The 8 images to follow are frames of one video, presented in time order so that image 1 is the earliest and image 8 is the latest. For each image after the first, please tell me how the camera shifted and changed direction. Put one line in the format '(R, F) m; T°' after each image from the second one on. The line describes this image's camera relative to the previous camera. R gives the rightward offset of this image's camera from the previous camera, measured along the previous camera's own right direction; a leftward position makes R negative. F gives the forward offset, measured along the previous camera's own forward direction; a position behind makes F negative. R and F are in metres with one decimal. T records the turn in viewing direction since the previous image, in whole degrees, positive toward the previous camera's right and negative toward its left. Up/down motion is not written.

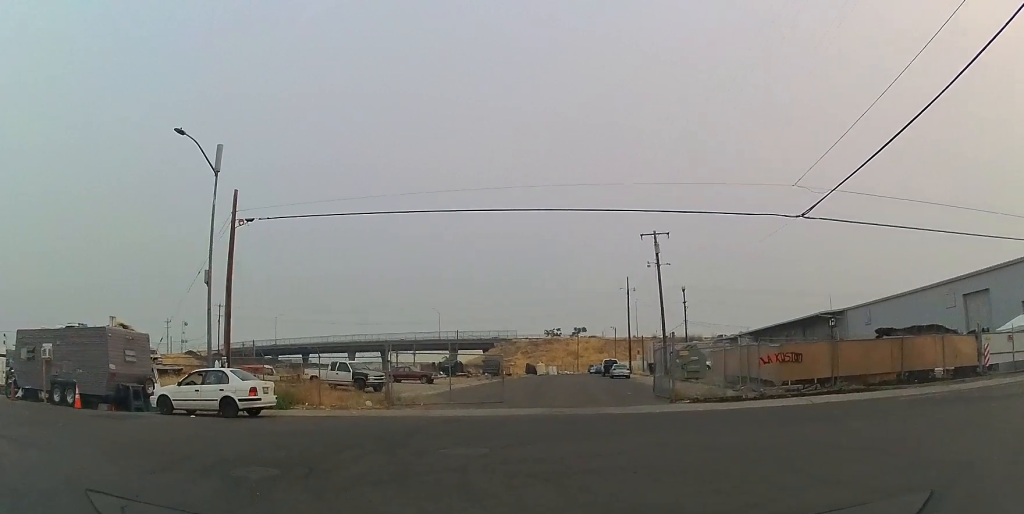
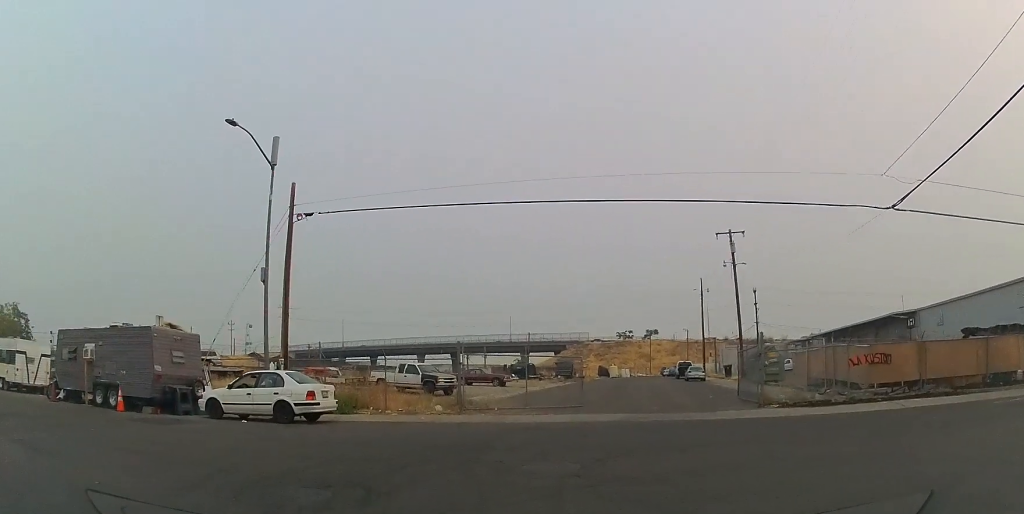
(0.0, +0.7) m; -7°
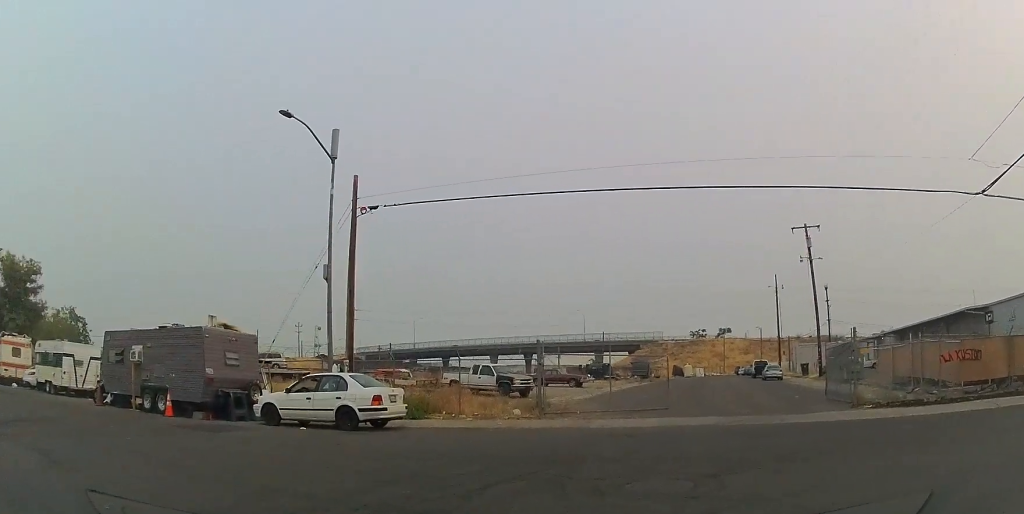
(-0.1, +1.0) m; -8°
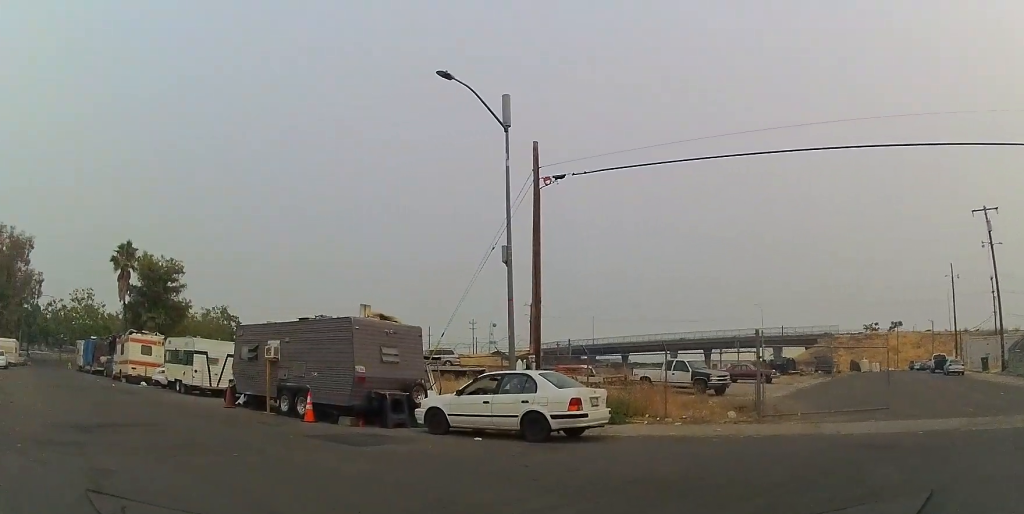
(-0.3, +2.3) m; -19°
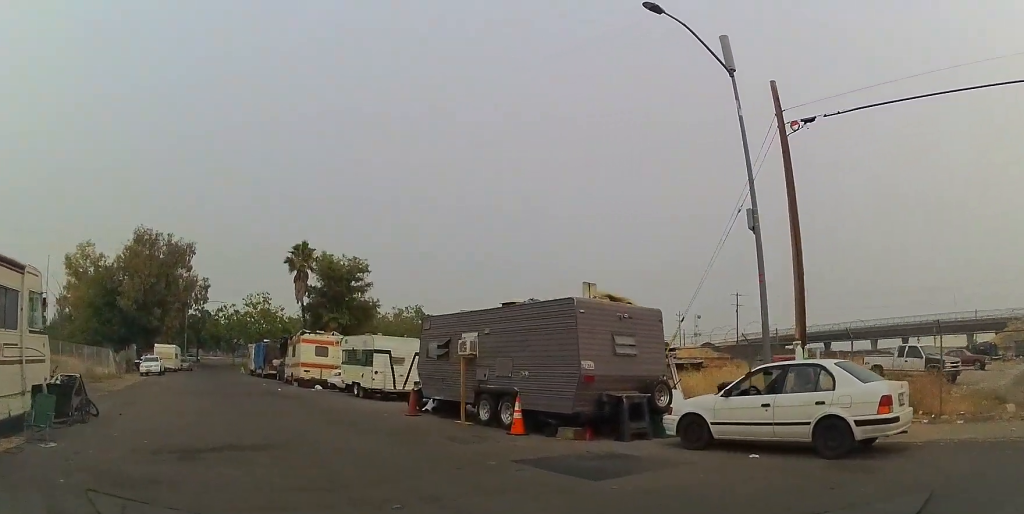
(-0.7, +3.1) m; -21°
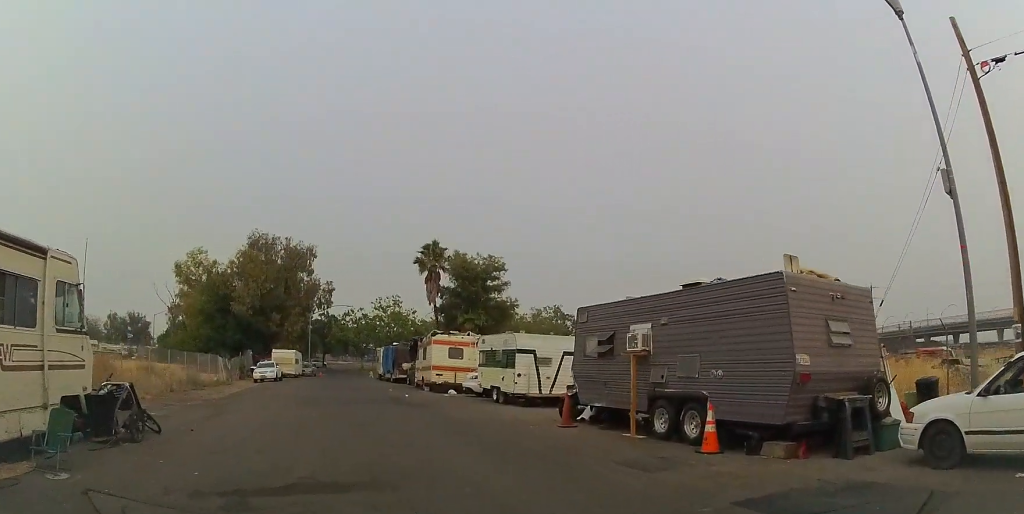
(-0.3, +2.5) m; -9°
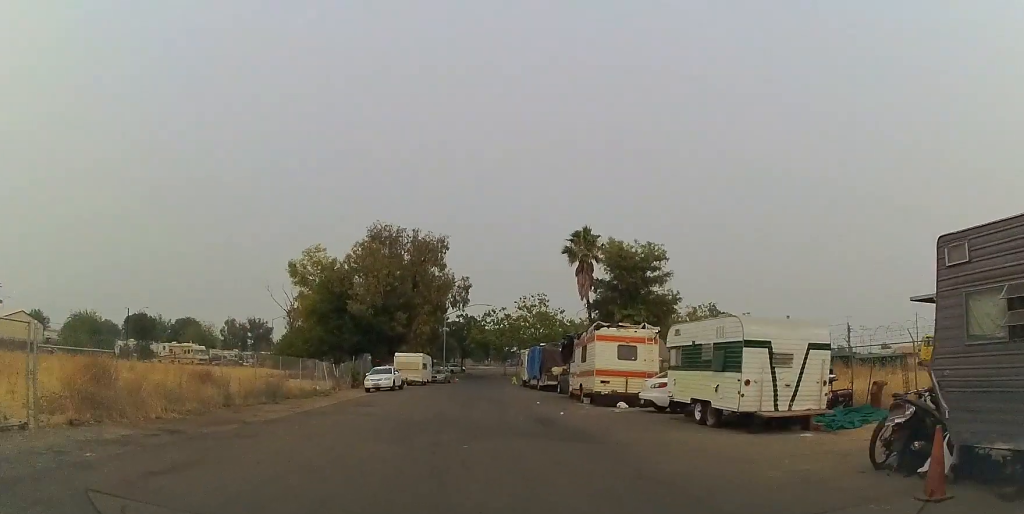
(-1.0, +7.0) m; -15°
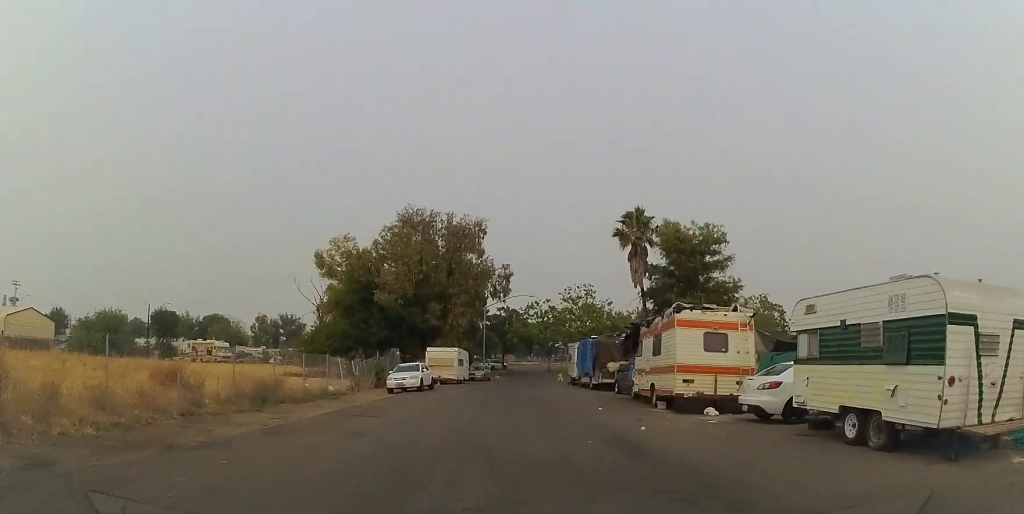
(-0.1, +5.2) m; -7°
